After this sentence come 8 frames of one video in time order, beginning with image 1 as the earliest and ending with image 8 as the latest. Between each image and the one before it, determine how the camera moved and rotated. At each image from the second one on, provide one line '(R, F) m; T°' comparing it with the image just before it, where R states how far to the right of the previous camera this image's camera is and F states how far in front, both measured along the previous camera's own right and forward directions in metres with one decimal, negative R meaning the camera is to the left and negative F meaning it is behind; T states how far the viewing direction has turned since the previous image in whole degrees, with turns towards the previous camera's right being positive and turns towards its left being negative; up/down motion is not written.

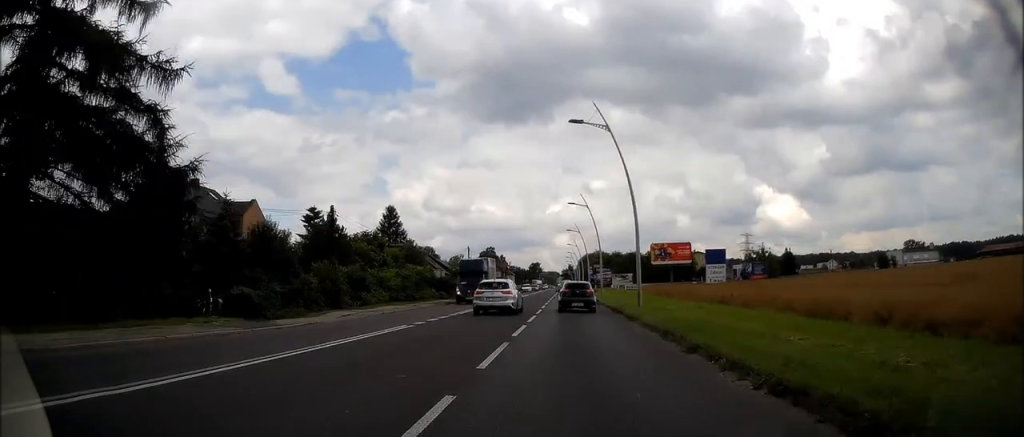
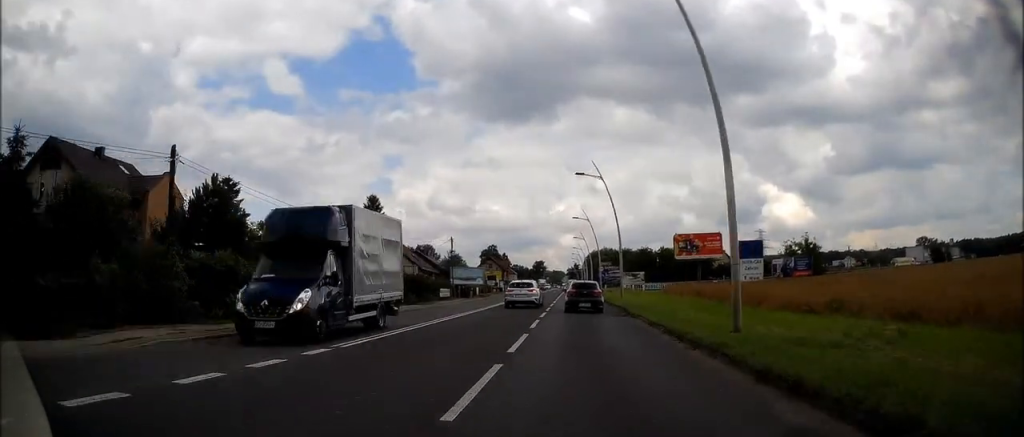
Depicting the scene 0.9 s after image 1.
(0.0, +14.3) m; 0°
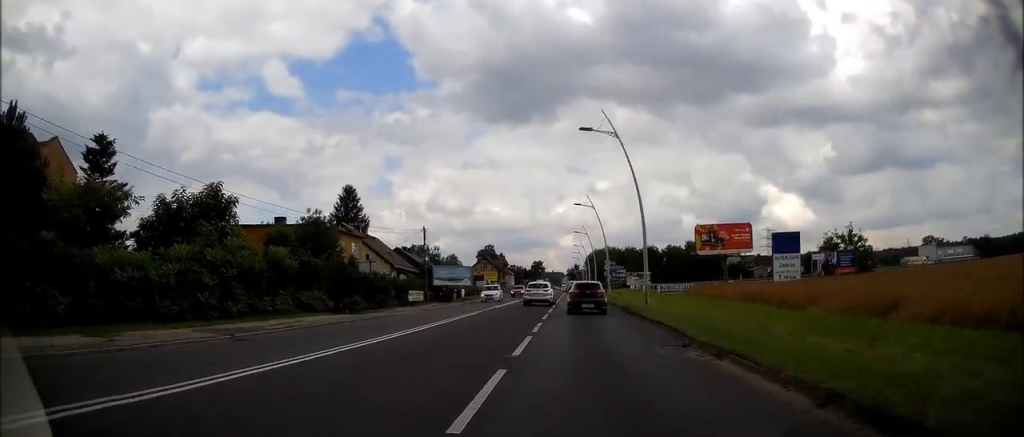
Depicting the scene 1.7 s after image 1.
(0.0, +11.4) m; 0°
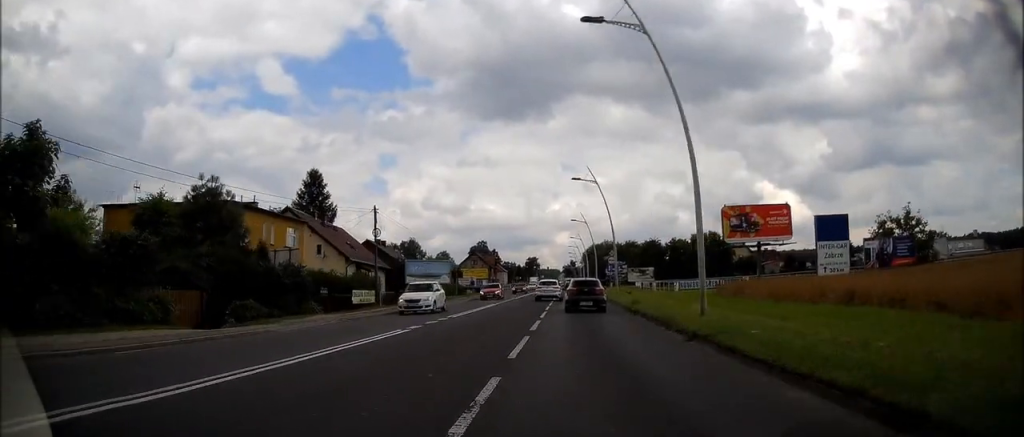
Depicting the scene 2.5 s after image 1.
(0.0, +10.9) m; -1°
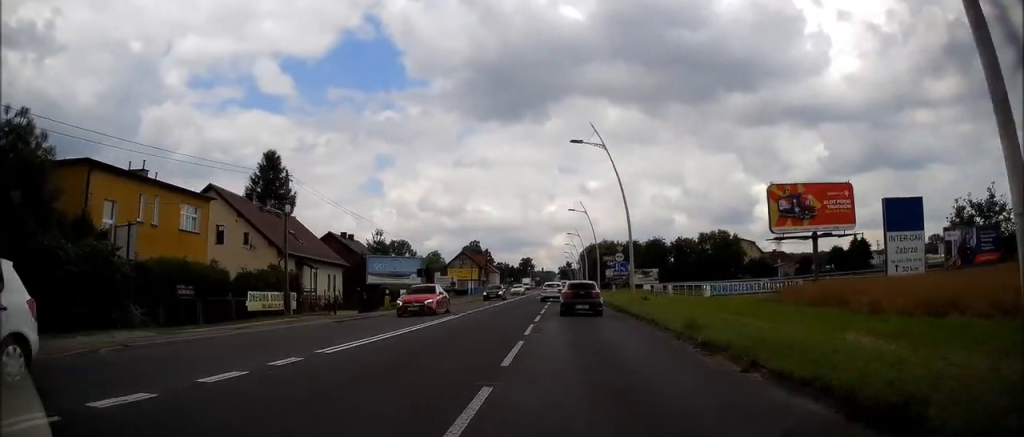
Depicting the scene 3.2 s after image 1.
(-0.2, +10.6) m; 0°
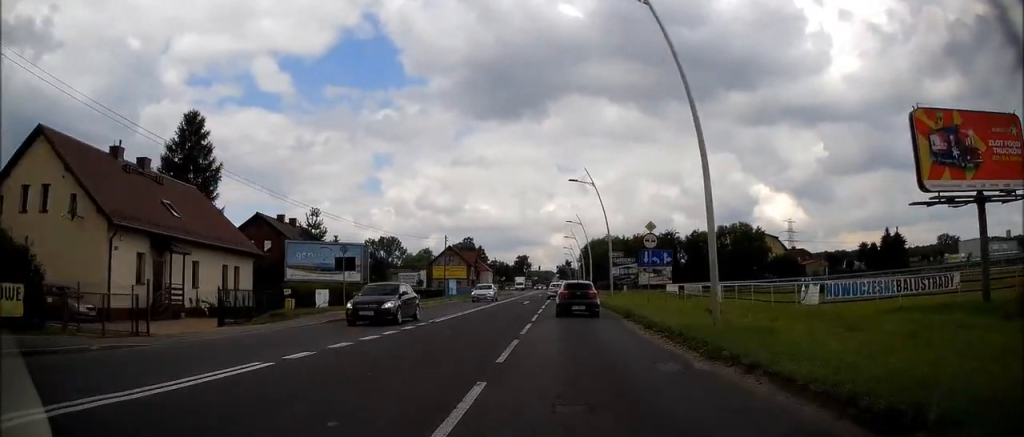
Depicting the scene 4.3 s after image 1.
(0.0, +15.5) m; +1°
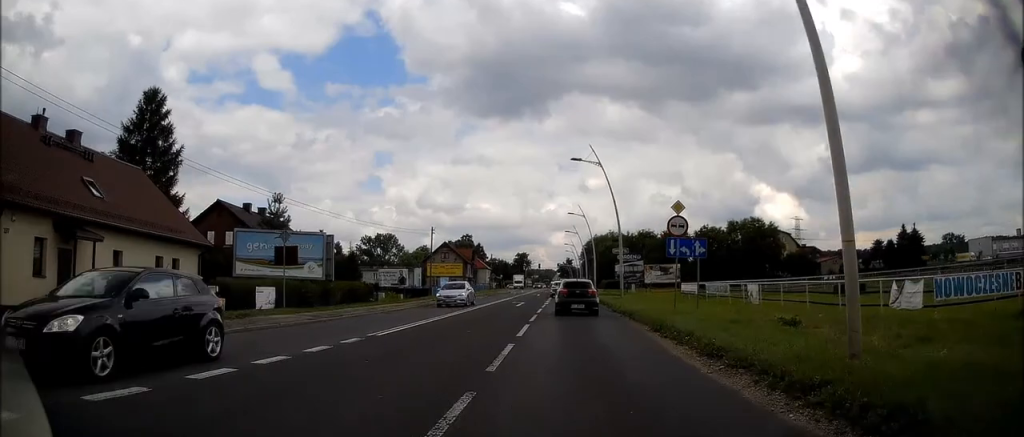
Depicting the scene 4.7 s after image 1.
(0.0, +6.8) m; +1°
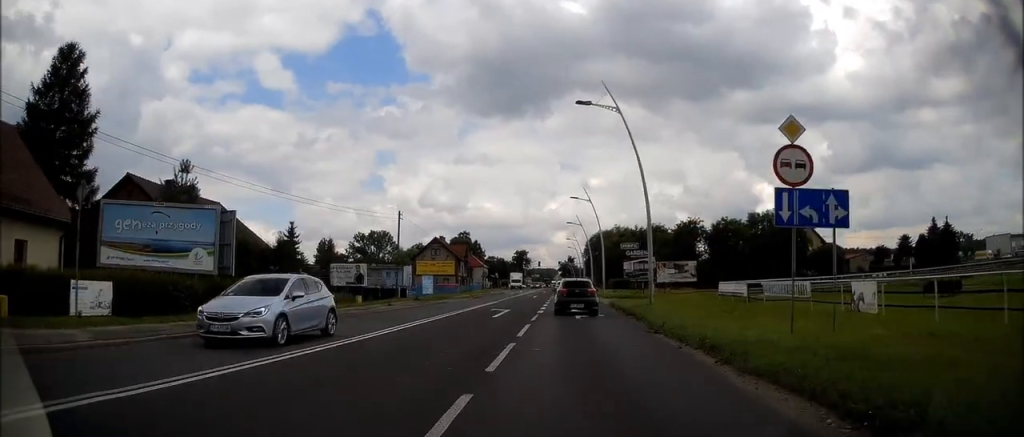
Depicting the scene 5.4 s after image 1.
(+0.1, +12.7) m; 0°
